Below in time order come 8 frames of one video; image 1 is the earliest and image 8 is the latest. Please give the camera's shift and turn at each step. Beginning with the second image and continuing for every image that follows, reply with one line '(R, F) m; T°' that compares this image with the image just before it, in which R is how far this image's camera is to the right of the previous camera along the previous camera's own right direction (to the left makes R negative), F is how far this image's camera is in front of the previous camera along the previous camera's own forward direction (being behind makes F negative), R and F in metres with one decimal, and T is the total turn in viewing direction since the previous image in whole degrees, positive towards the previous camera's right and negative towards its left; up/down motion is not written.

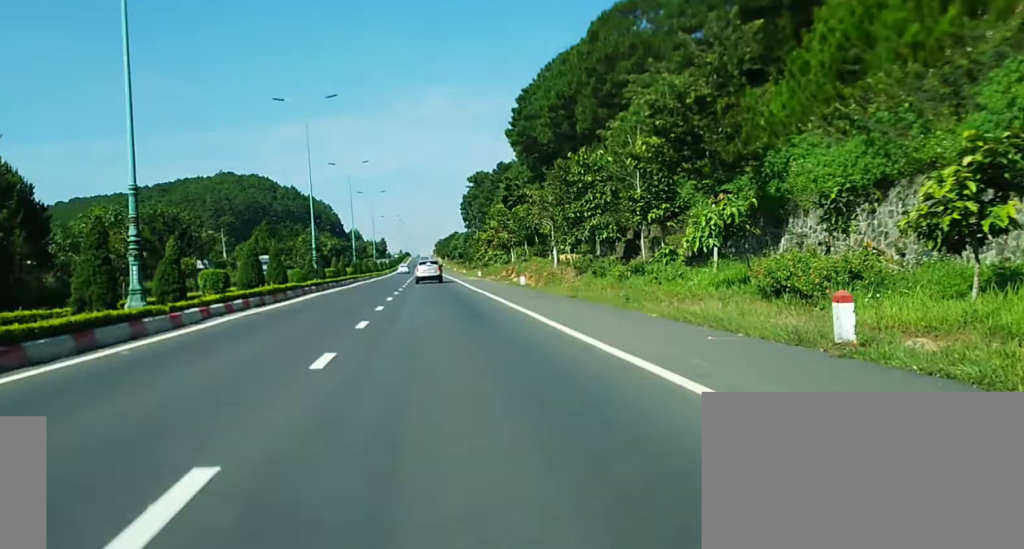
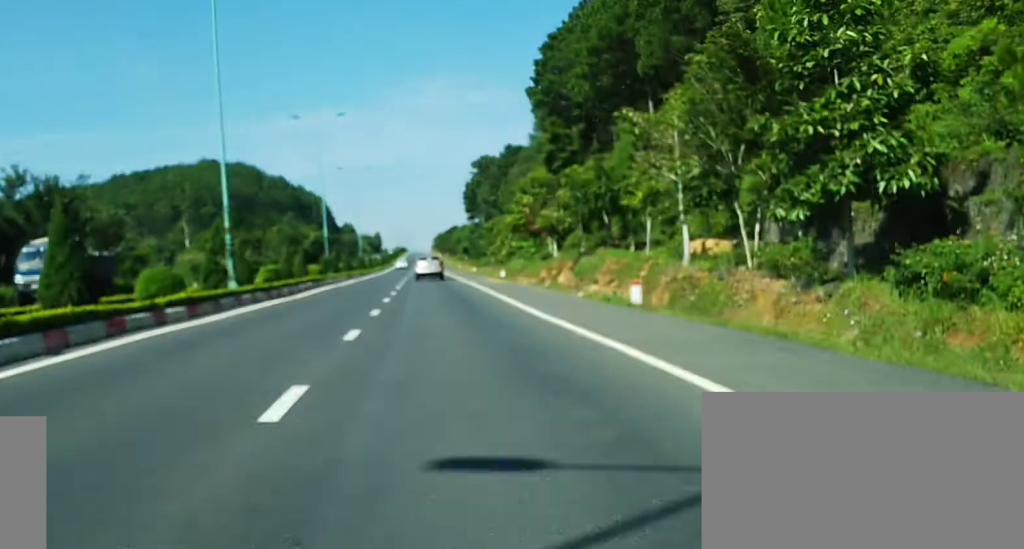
(+0.1, +28.3) m; 0°
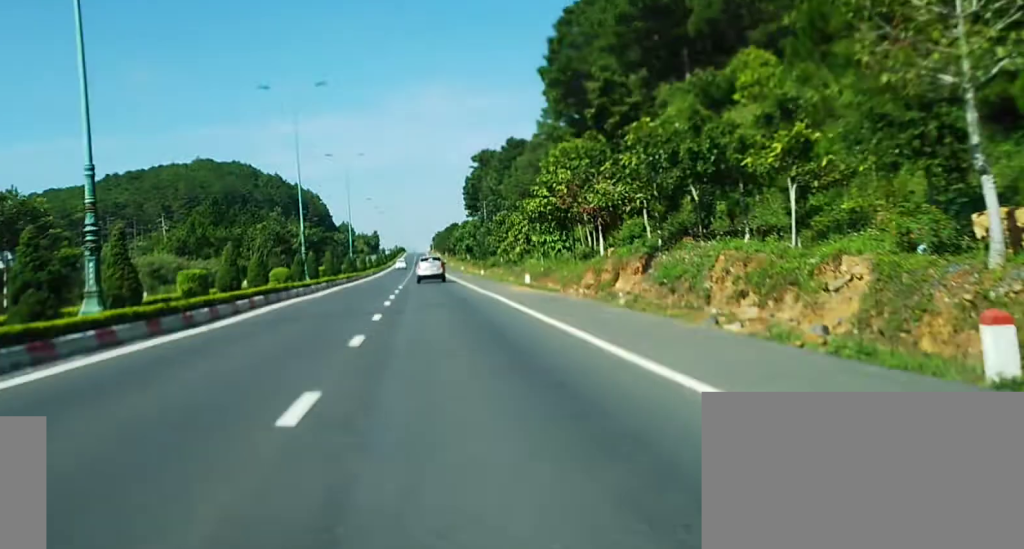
(-0.1, +15.8) m; 0°
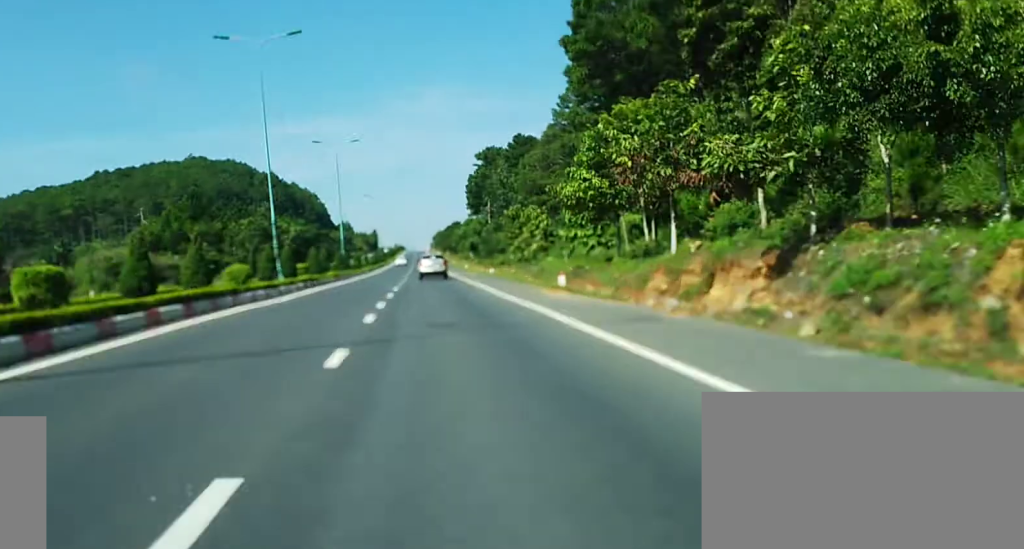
(0.0, +12.6) m; 0°
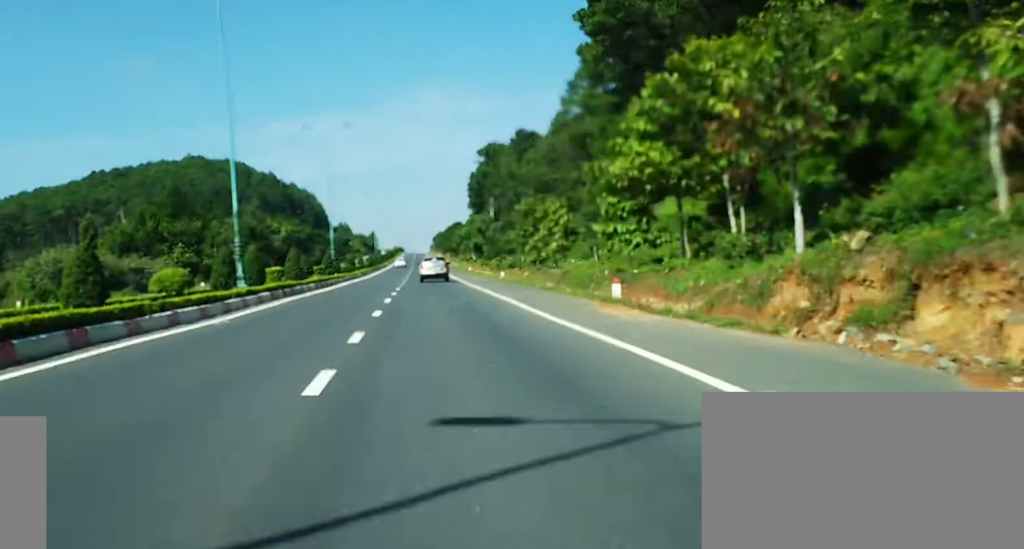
(0.0, +9.5) m; 0°
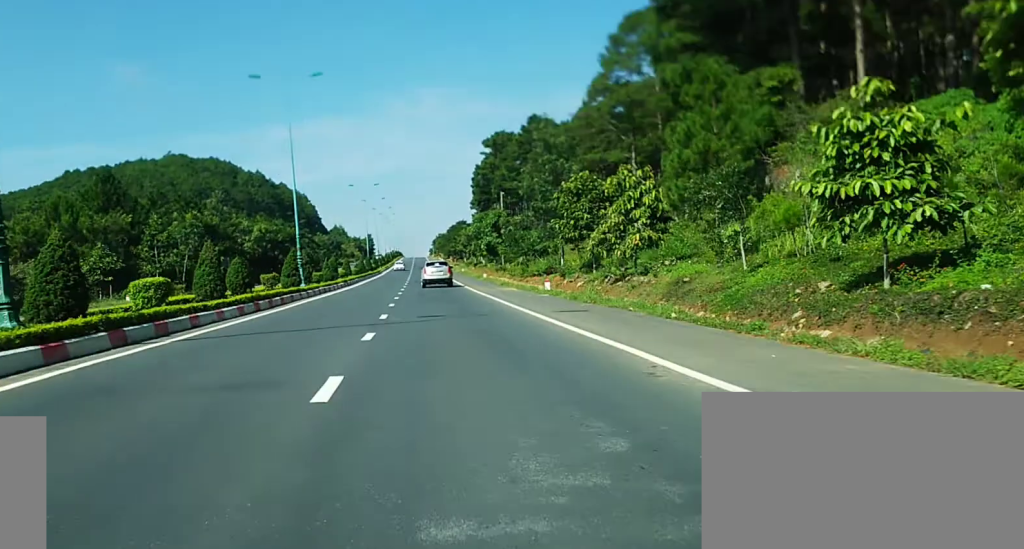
(-0.1, +22.1) m; 0°
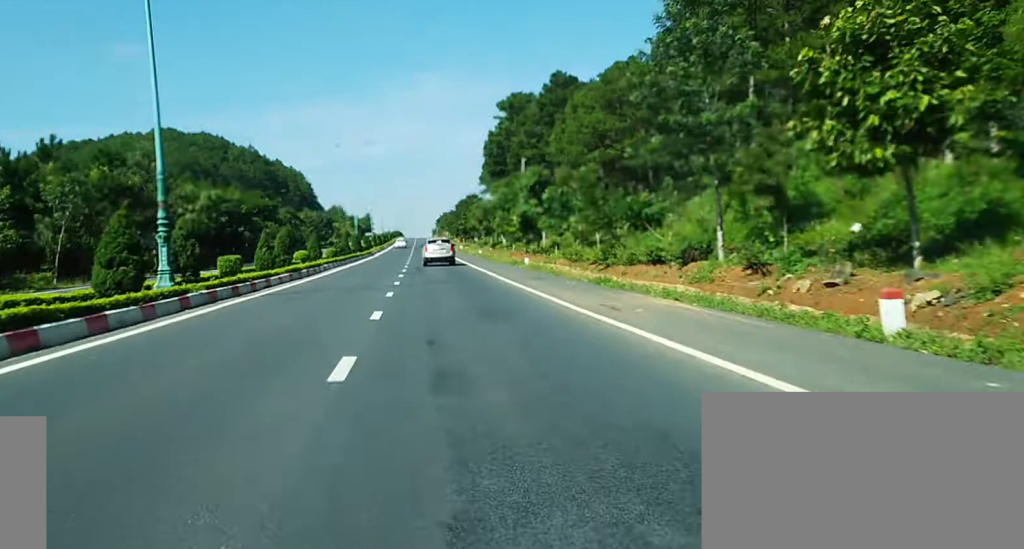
(+0.2, +31.6) m; +1°
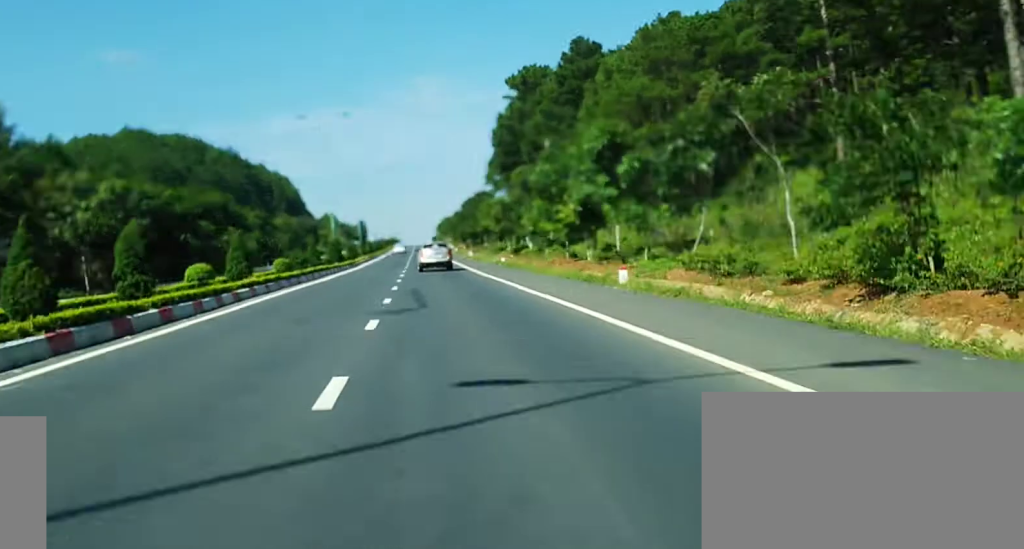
(+0.2, +25.4) m; 0°
